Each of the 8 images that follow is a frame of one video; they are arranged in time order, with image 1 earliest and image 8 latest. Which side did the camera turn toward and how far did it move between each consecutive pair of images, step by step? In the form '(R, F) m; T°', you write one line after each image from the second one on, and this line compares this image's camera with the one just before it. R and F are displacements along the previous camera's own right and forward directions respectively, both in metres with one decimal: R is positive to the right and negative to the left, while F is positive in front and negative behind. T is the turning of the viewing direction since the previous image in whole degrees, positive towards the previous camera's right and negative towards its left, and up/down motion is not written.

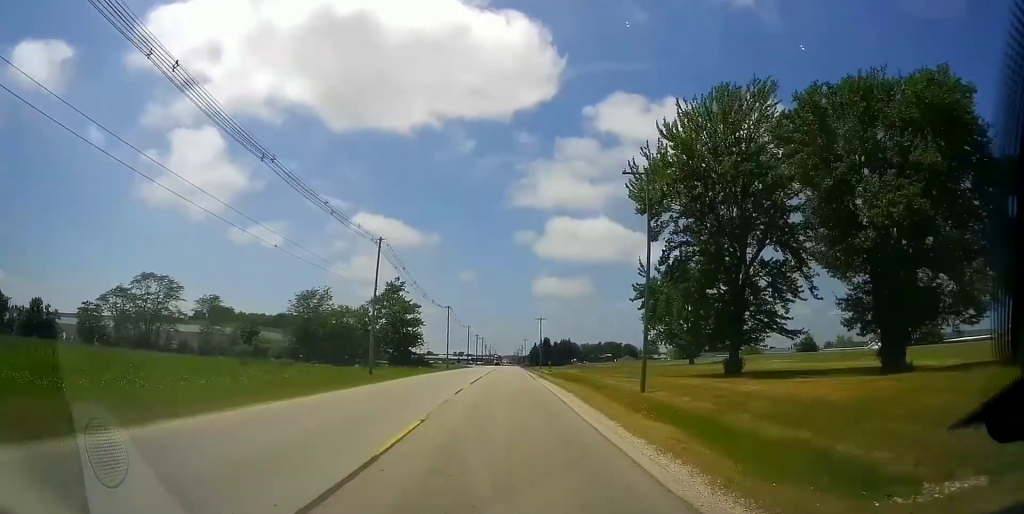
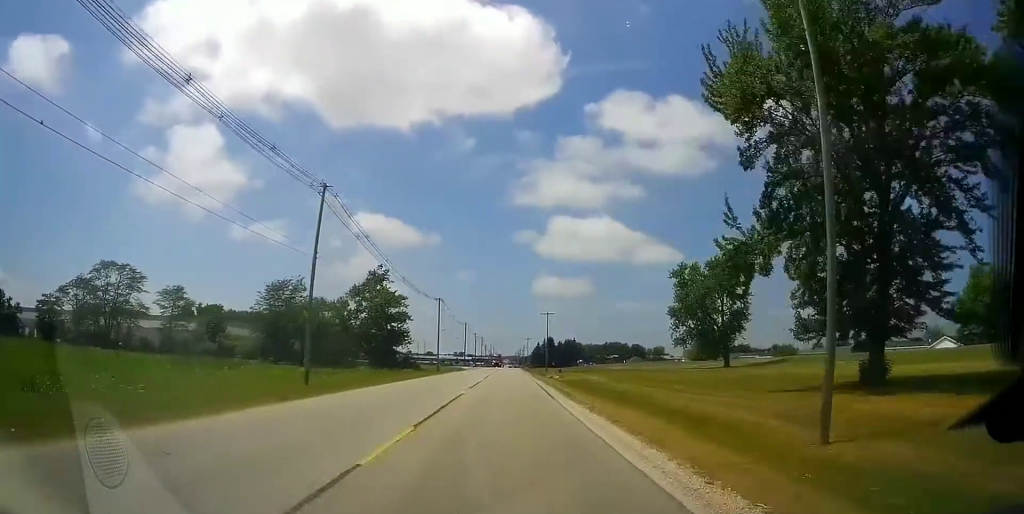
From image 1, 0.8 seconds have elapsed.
(-0.1, +17.3) m; -1°
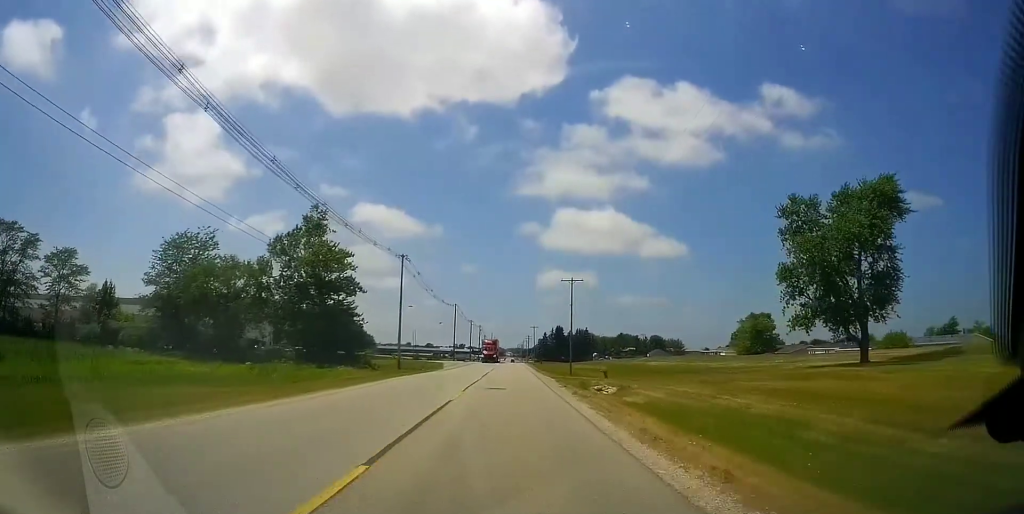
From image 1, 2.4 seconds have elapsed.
(-0.4, +36.0) m; +1°
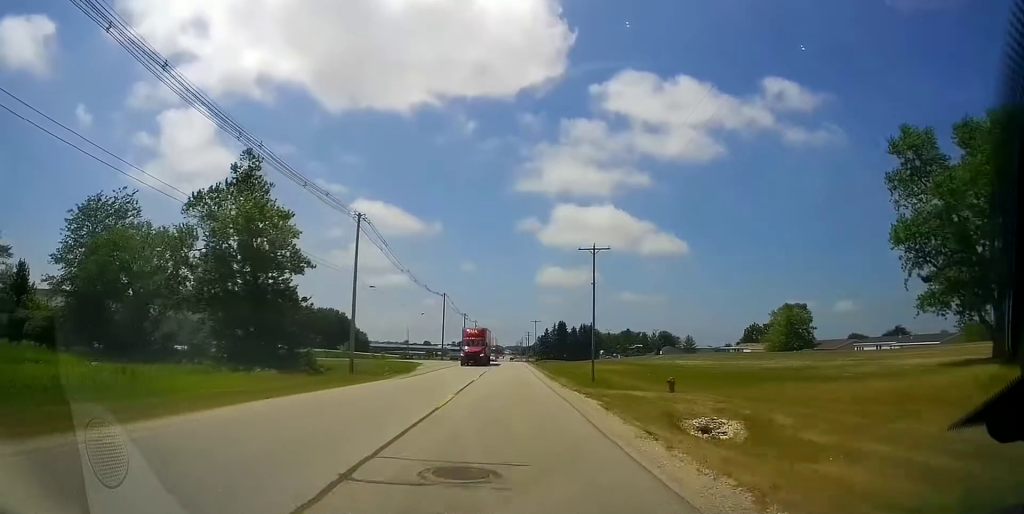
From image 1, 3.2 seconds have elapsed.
(+0.4, +18.0) m; 0°
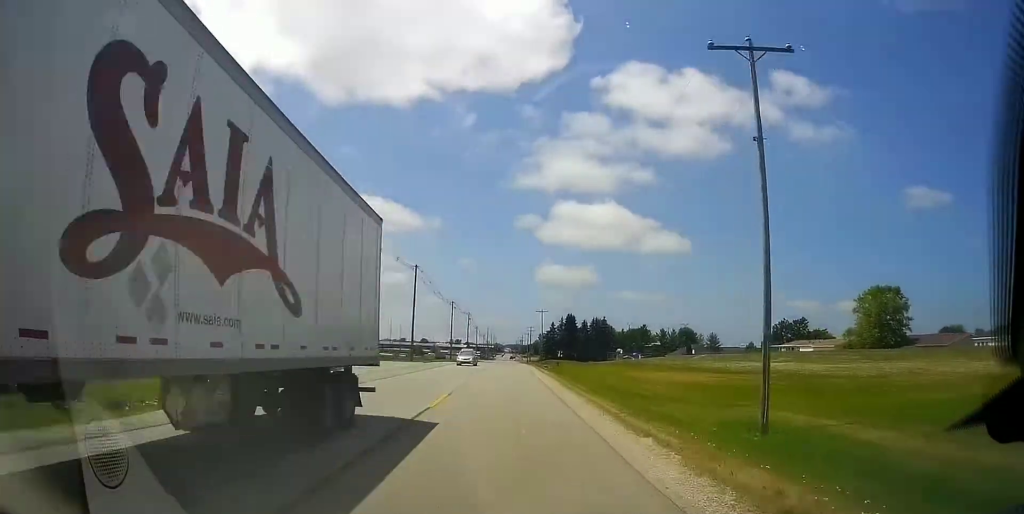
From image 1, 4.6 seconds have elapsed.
(-0.6, +31.6) m; -1°
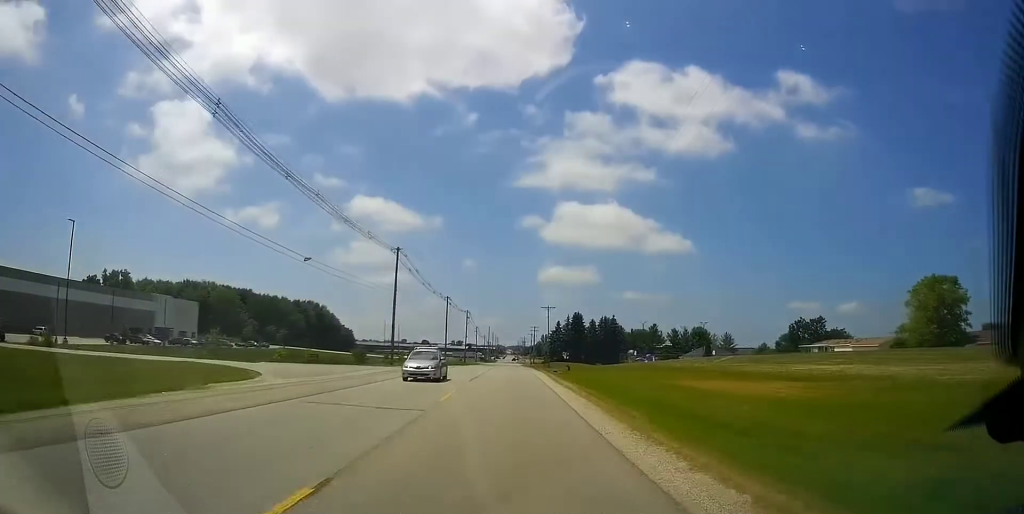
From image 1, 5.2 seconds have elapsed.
(-0.1, +13.5) m; +1°
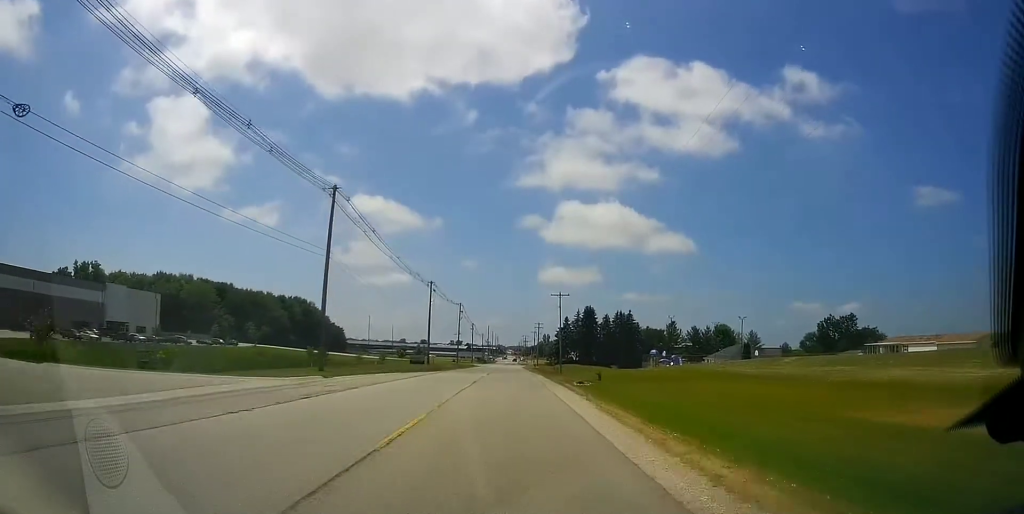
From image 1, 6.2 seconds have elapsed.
(+0.5, +22.8) m; 0°
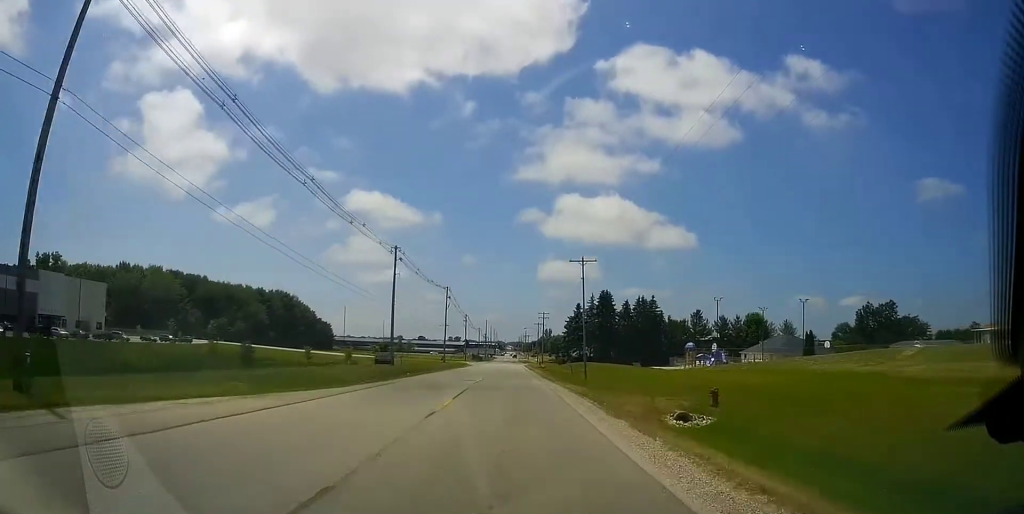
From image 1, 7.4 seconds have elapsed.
(-0.5, +26.0) m; -1°
